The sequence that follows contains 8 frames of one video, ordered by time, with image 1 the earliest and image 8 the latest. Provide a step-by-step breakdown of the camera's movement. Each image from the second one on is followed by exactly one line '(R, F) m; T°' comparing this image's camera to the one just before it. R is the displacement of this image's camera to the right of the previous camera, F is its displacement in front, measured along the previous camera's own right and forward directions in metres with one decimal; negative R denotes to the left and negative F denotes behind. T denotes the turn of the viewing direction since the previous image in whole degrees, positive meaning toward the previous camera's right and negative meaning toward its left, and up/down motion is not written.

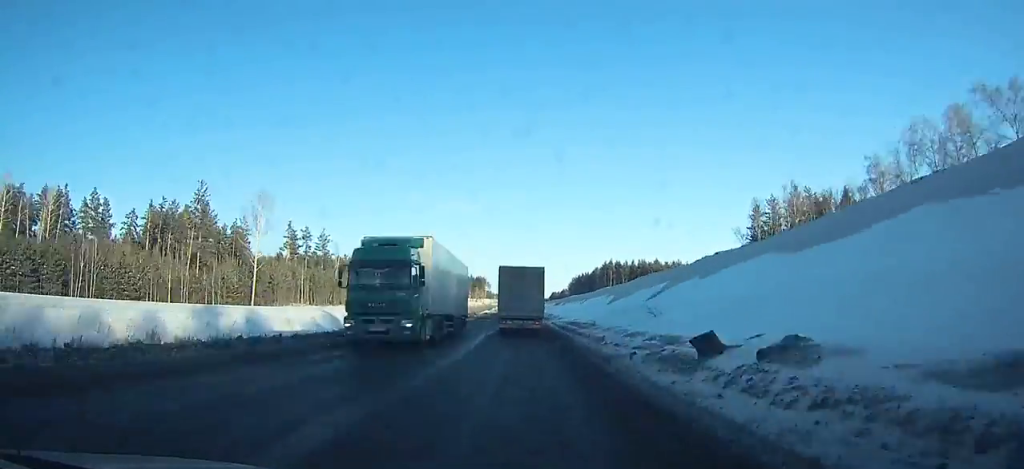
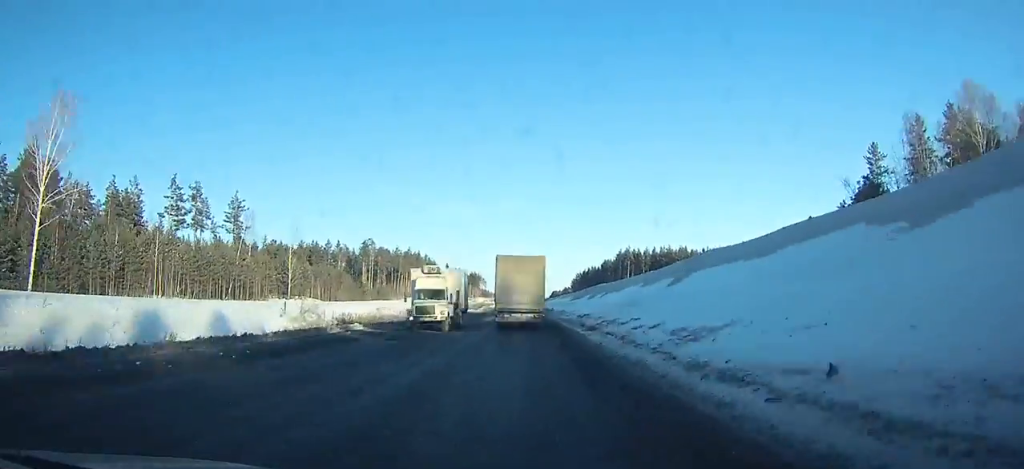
(-0.3, +47.8) m; 0°
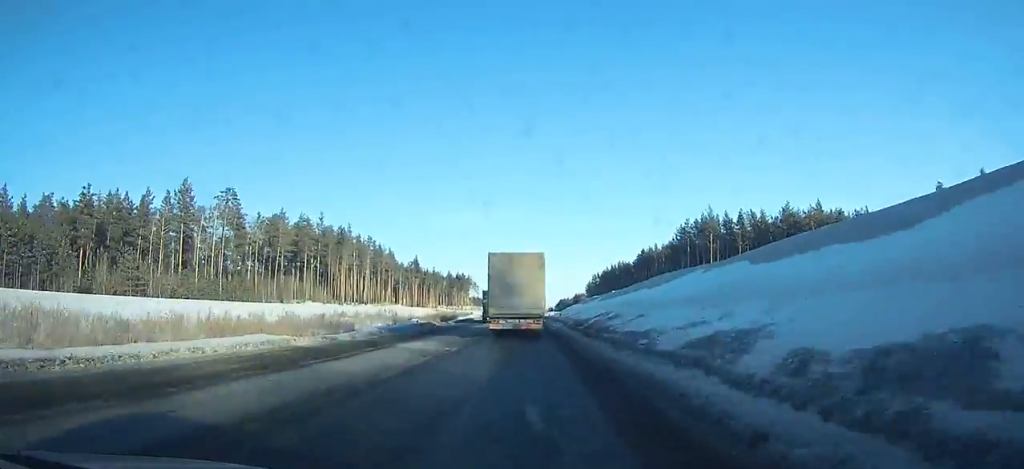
(-0.3, +101.4) m; 0°
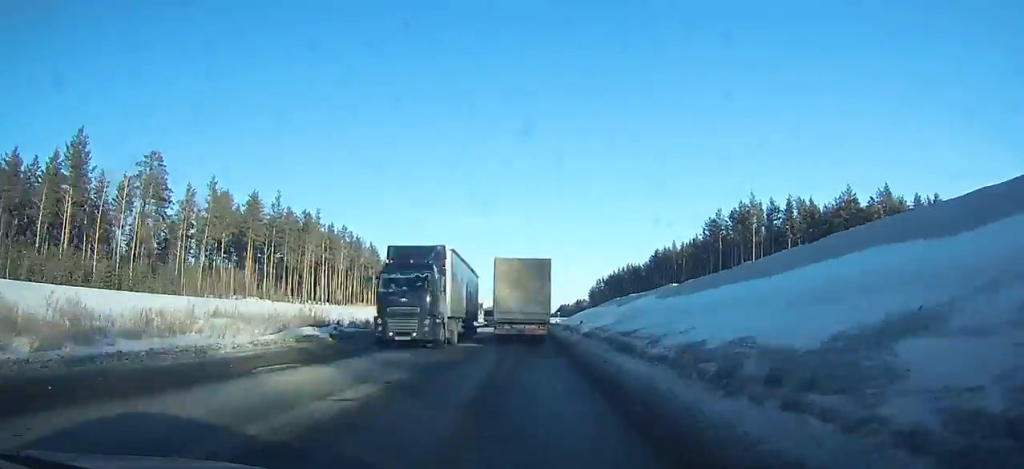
(0.0, +25.6) m; 0°
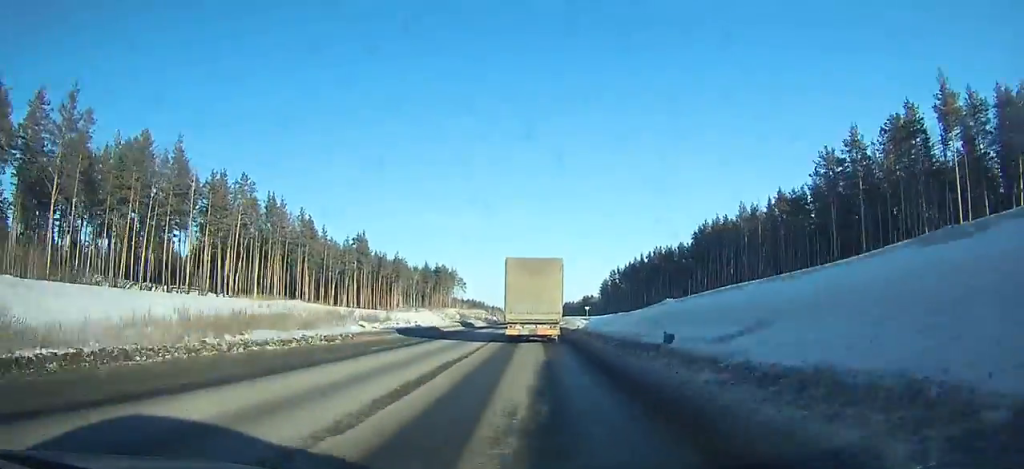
(+0.2, +56.7) m; 0°
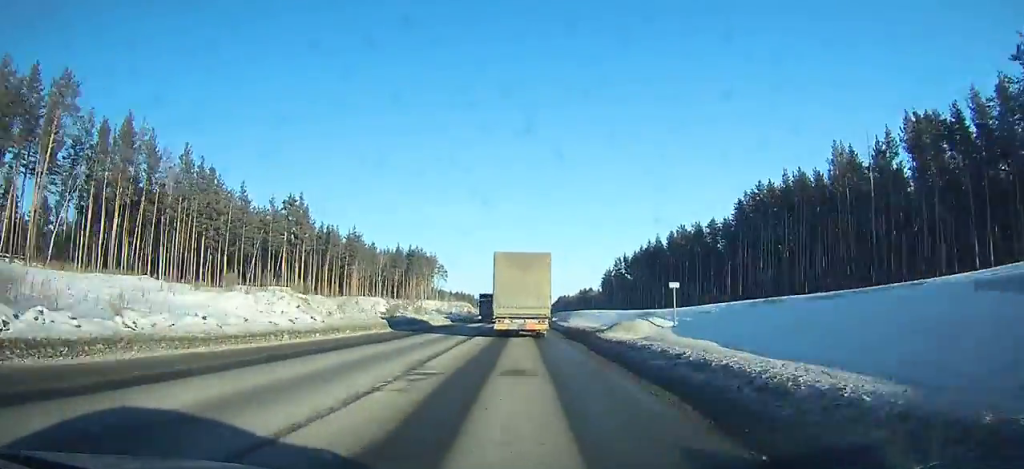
(0.0, +42.5) m; 0°
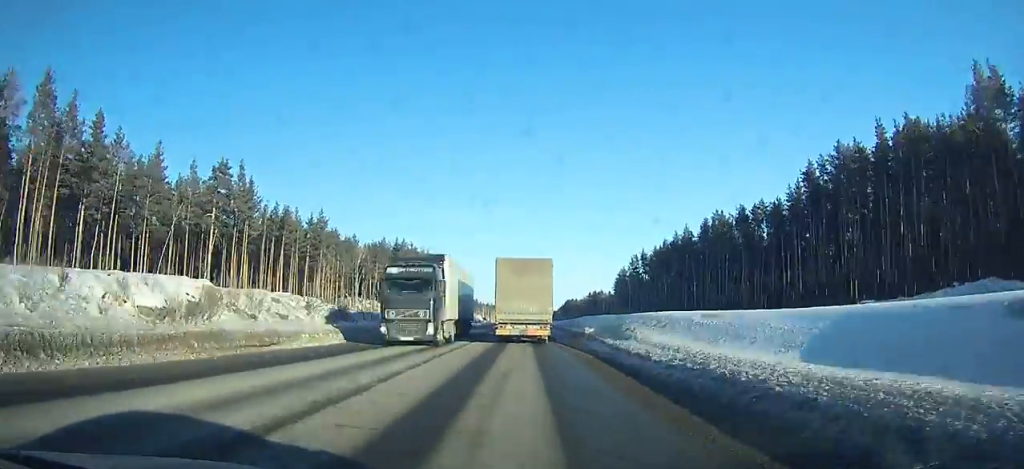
(-0.1, +30.2) m; 0°
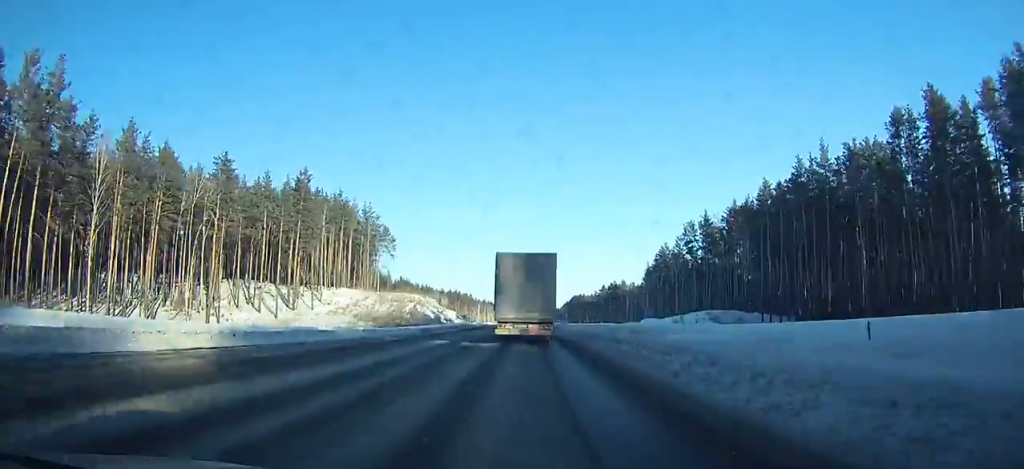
(+0.1, +79.2) m; 0°
